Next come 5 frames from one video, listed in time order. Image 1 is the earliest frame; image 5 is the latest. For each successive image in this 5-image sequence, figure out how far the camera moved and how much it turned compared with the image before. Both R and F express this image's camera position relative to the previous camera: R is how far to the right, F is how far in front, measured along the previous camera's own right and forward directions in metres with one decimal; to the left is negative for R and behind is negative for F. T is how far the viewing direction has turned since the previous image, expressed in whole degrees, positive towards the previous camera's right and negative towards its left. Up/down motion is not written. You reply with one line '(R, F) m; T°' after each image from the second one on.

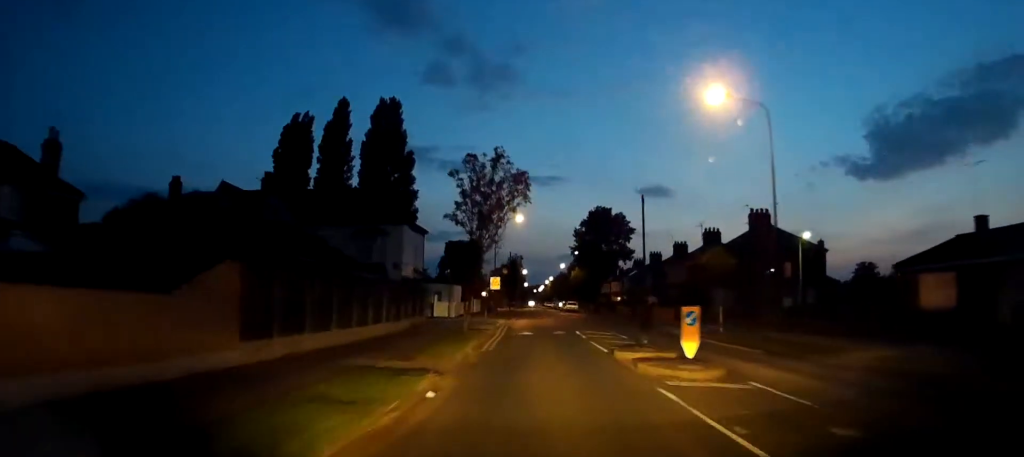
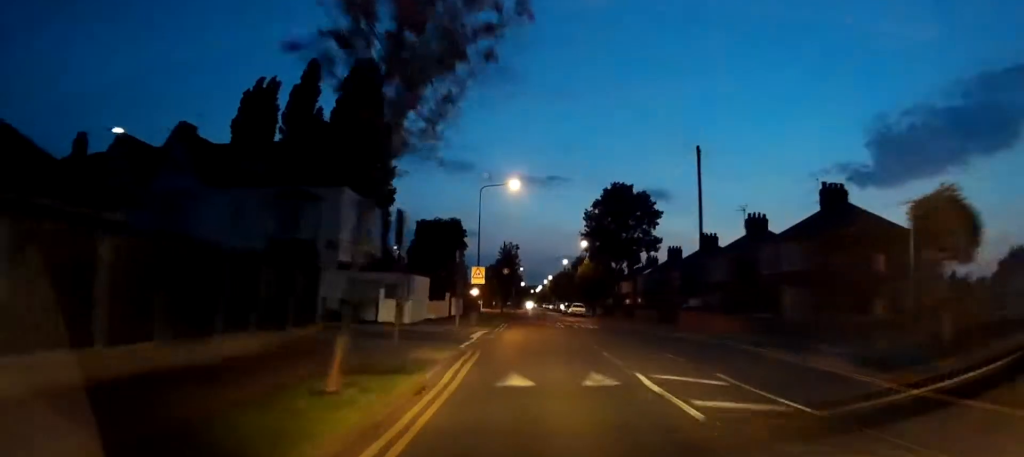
(-0.1, +14.8) m; -1°
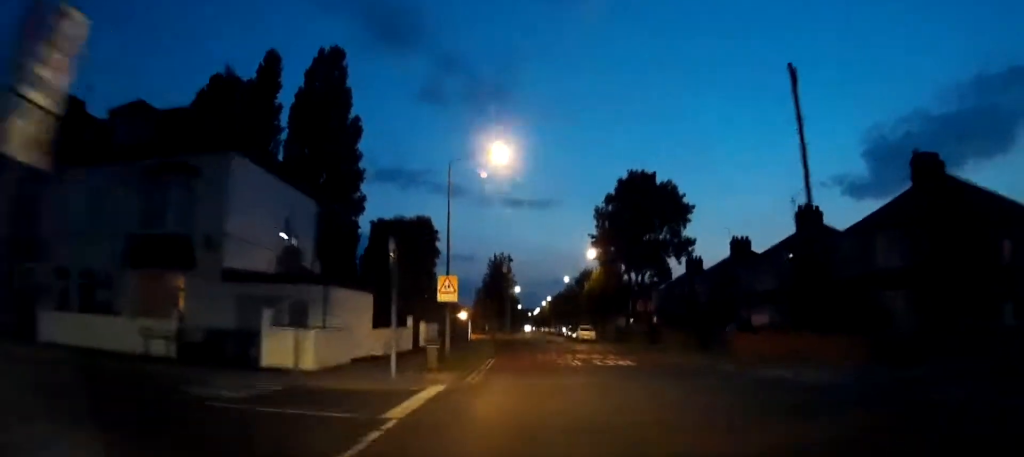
(0.0, +12.1) m; 0°
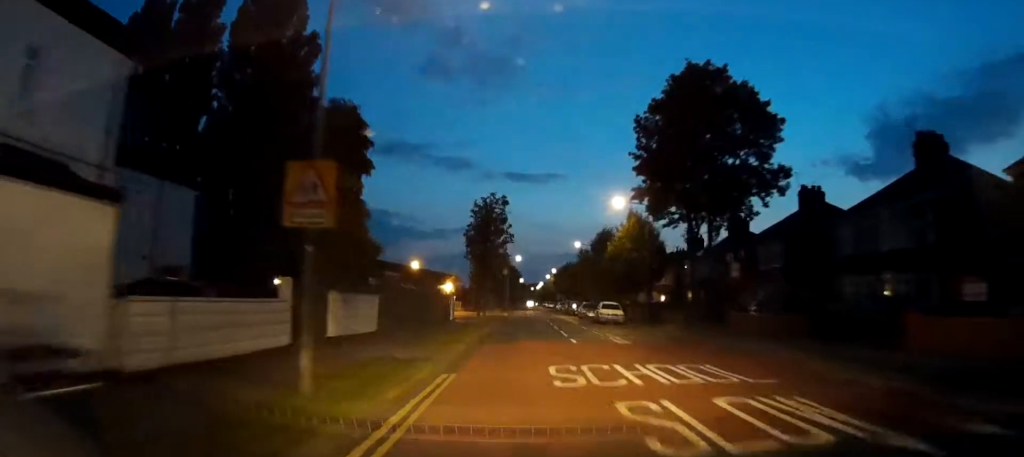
(0.0, +15.4) m; 0°
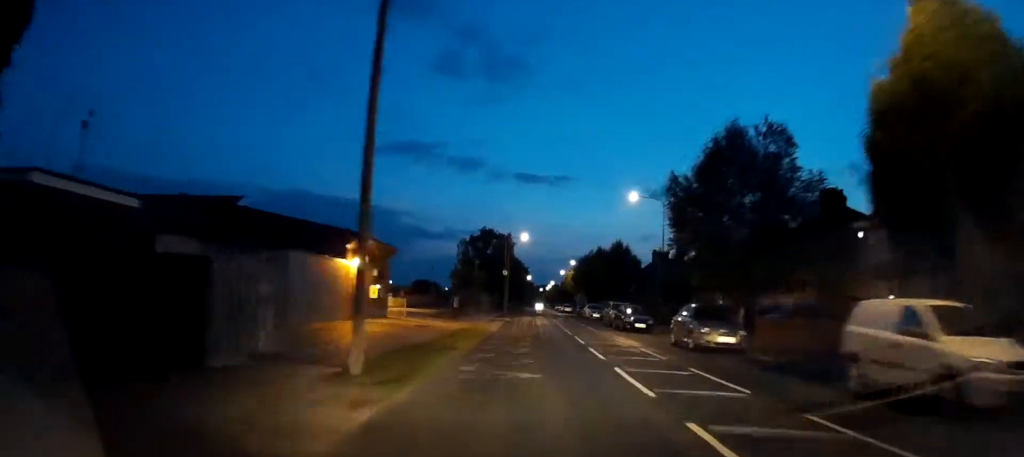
(+0.3, +33.5) m; +1°
